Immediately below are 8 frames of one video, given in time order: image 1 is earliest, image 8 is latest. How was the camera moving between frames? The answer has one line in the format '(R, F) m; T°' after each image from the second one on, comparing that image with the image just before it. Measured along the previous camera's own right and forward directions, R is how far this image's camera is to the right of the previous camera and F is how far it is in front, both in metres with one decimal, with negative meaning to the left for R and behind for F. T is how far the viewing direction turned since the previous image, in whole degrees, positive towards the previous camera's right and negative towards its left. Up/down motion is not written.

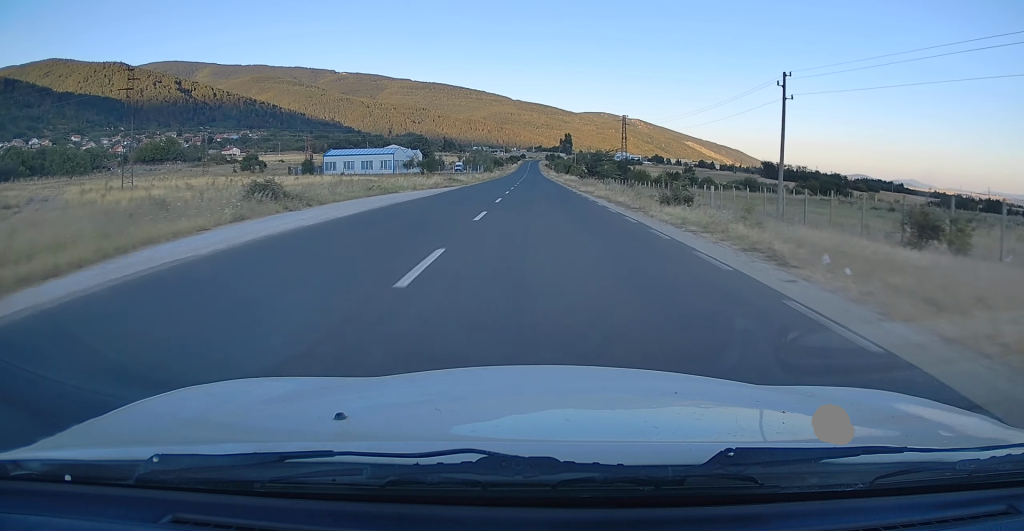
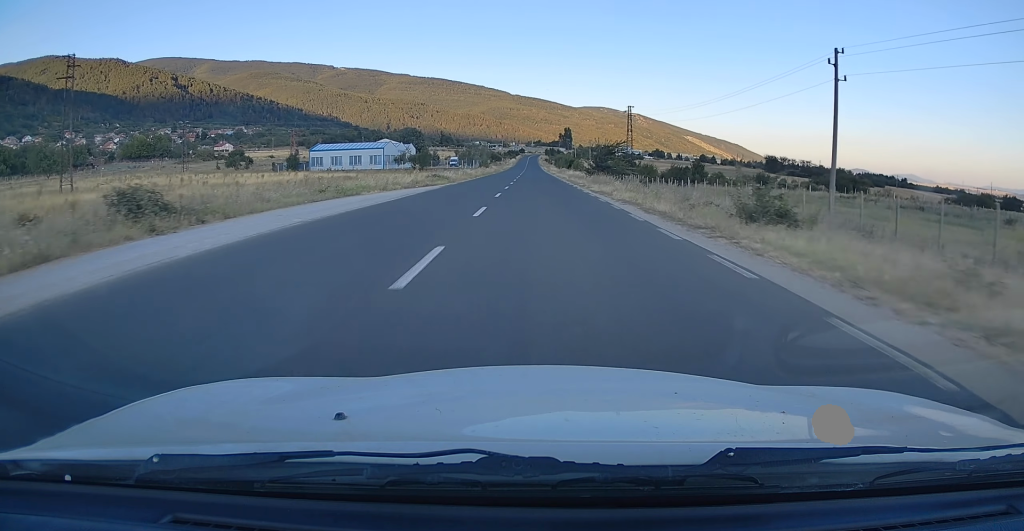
(0.0, +8.9) m; 0°
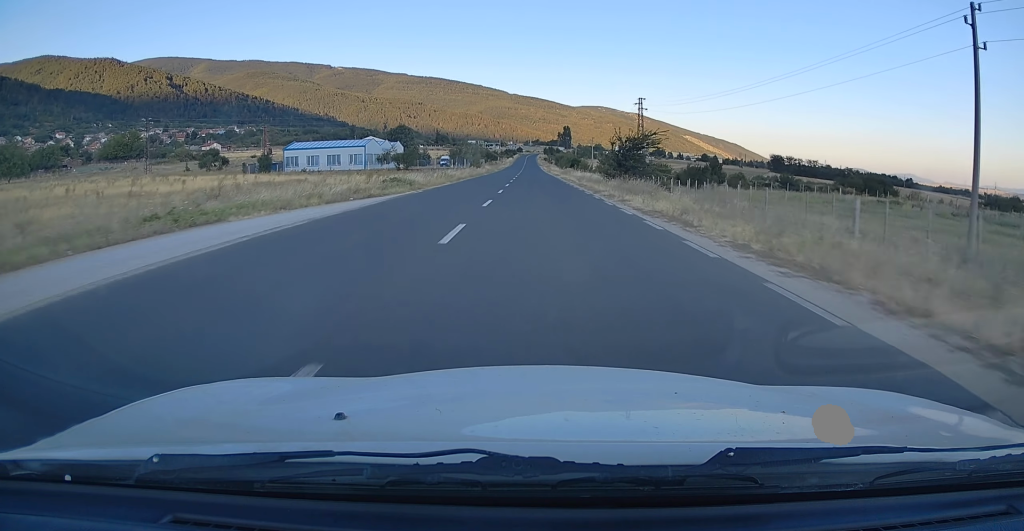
(0.0, +14.0) m; 0°
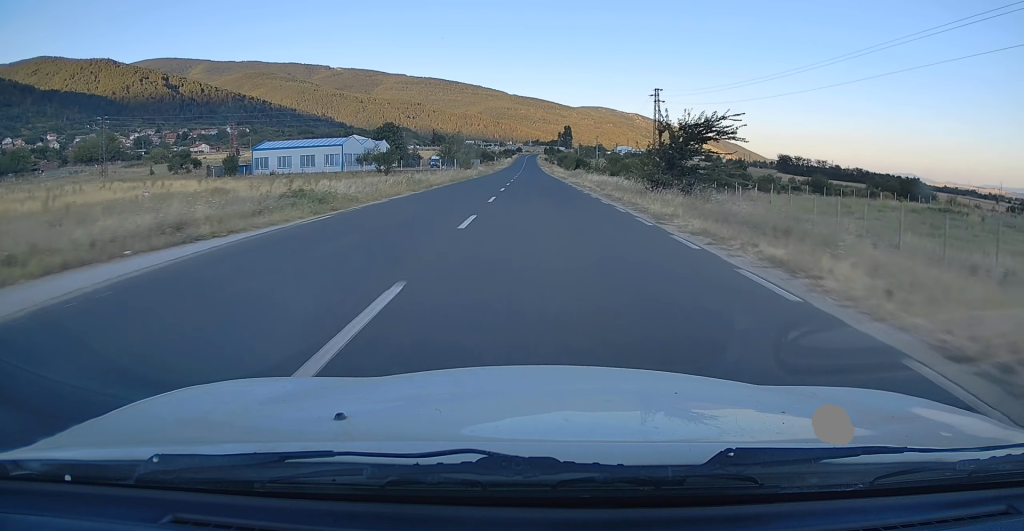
(0.0, +15.4) m; +1°
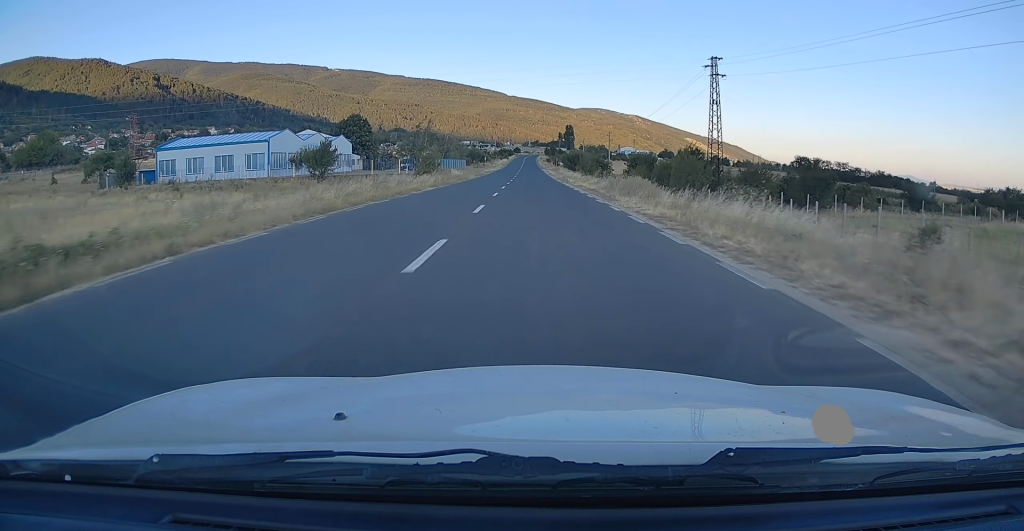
(+0.1, +31.2) m; 0°
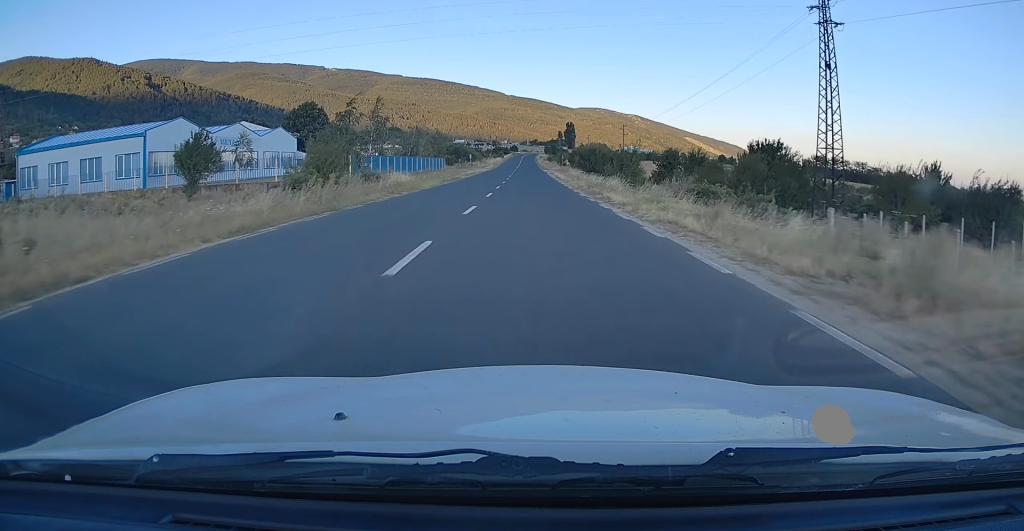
(+0.3, +27.1) m; 0°
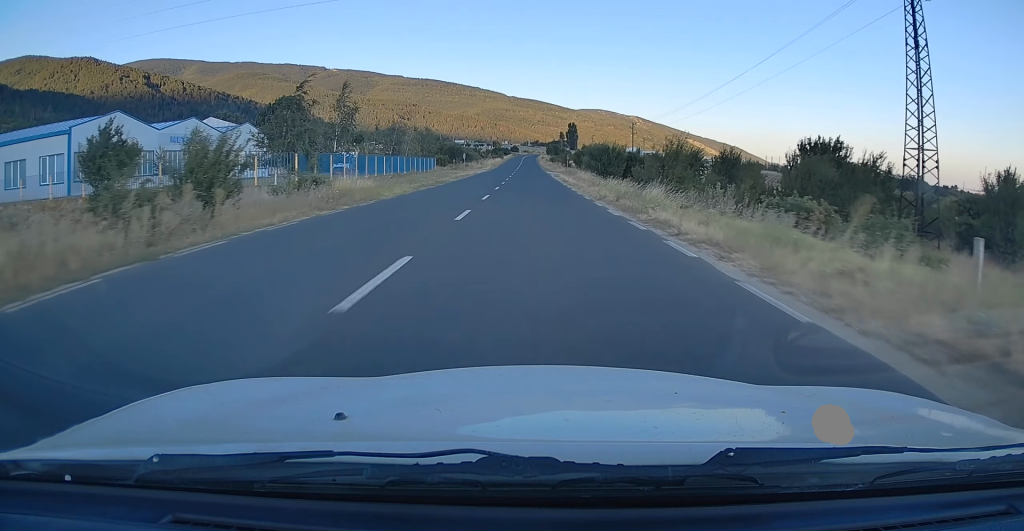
(-0.2, +10.4) m; -1°
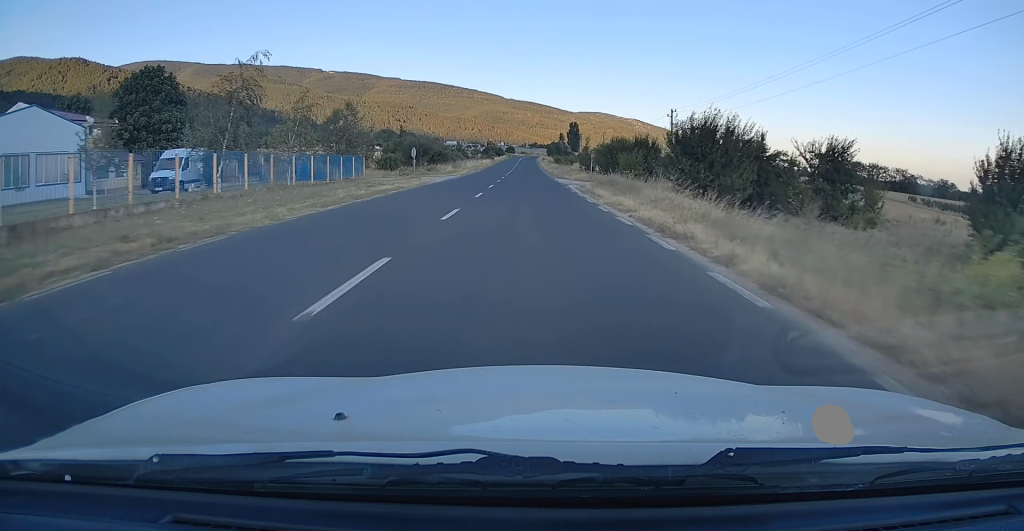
(-0.3, +35.5) m; +1°
